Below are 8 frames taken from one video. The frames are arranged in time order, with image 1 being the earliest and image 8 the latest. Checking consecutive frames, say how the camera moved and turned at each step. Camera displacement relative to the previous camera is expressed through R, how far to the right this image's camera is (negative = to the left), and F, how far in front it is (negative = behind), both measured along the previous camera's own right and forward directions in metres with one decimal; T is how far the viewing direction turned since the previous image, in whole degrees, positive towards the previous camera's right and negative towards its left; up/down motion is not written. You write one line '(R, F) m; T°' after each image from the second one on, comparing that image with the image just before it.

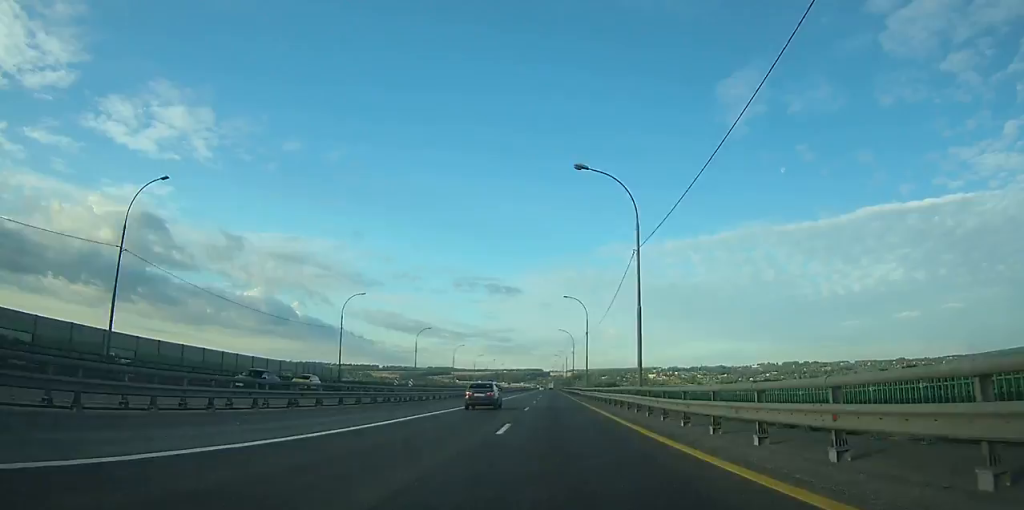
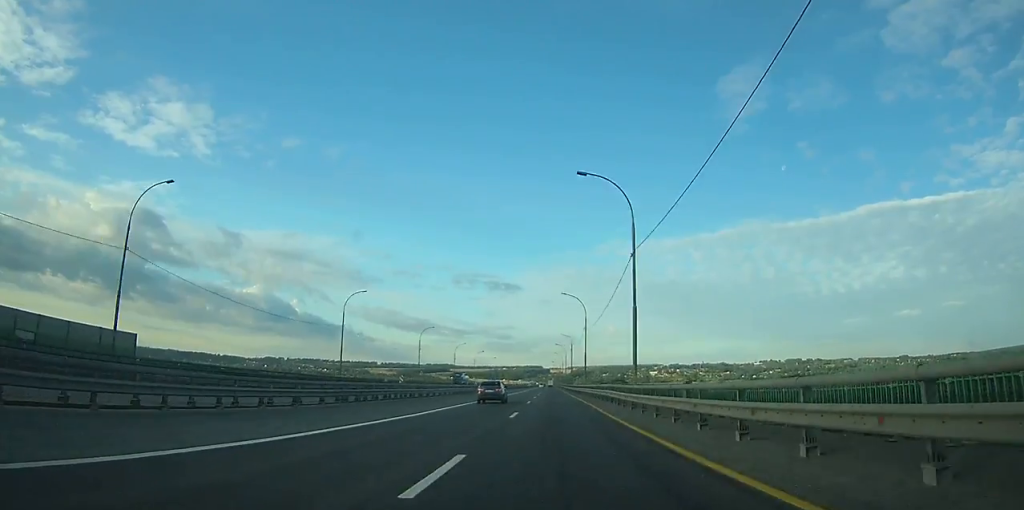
(0.0, +42.1) m; 0°
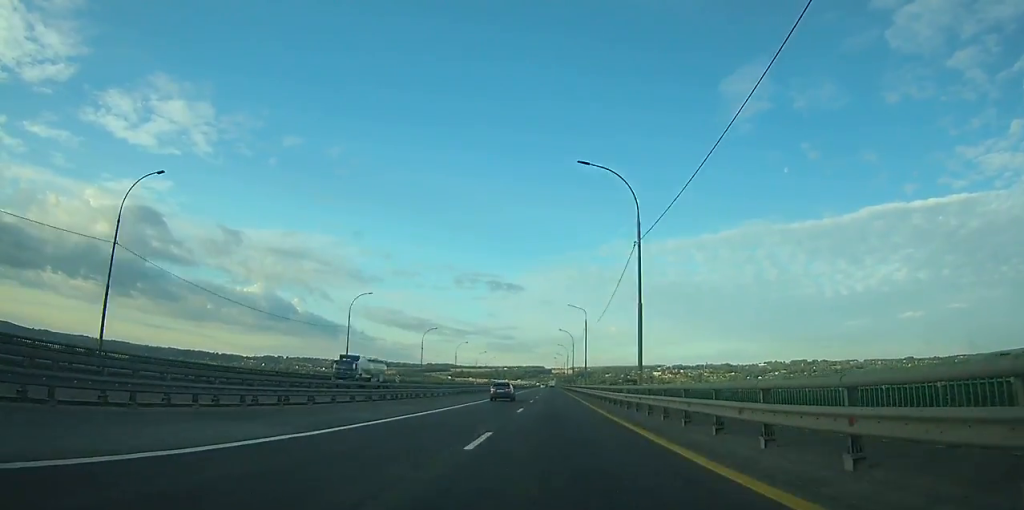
(-0.1, +44.5) m; 0°
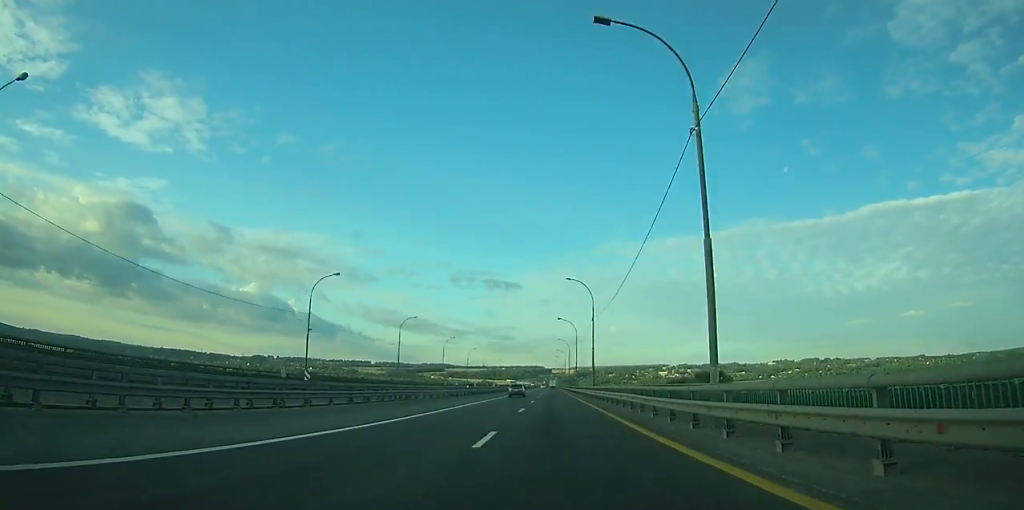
(-0.4, +141.3) m; 0°
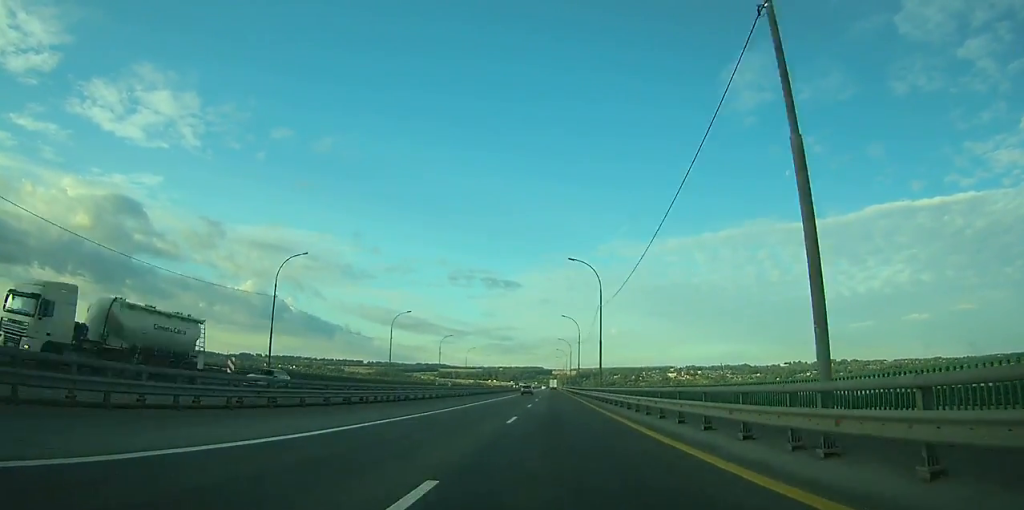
(-0.1, +163.6) m; 0°
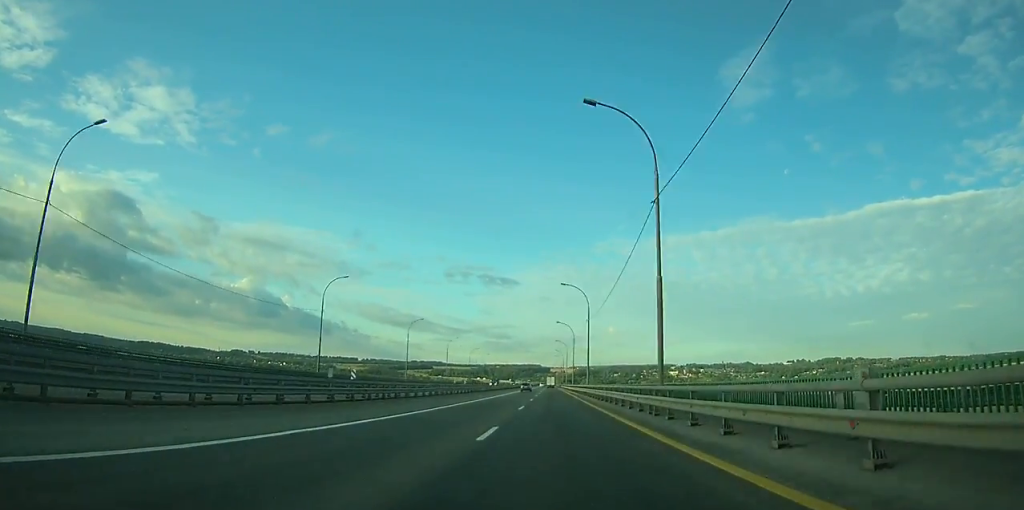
(0.0, +70.2) m; 0°
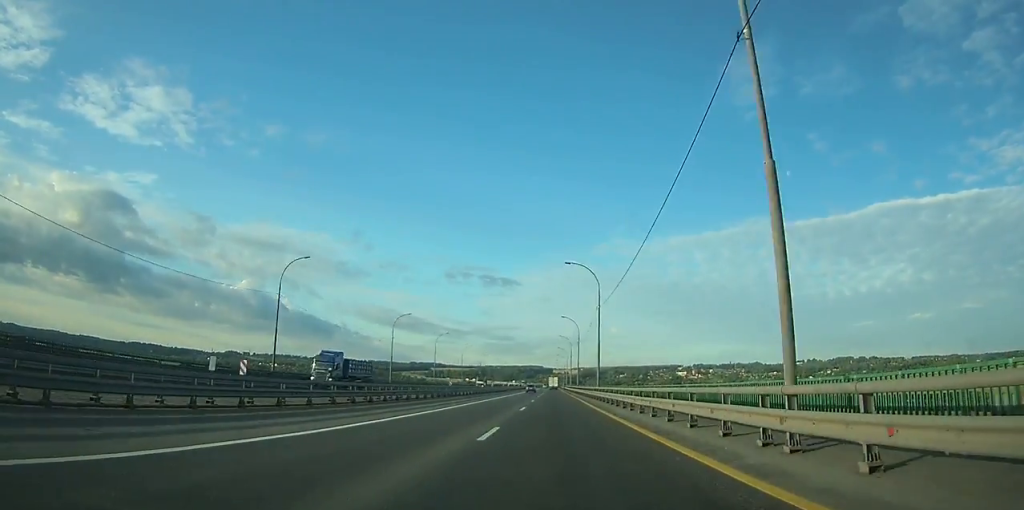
(-0.1, +98.2) m; 0°
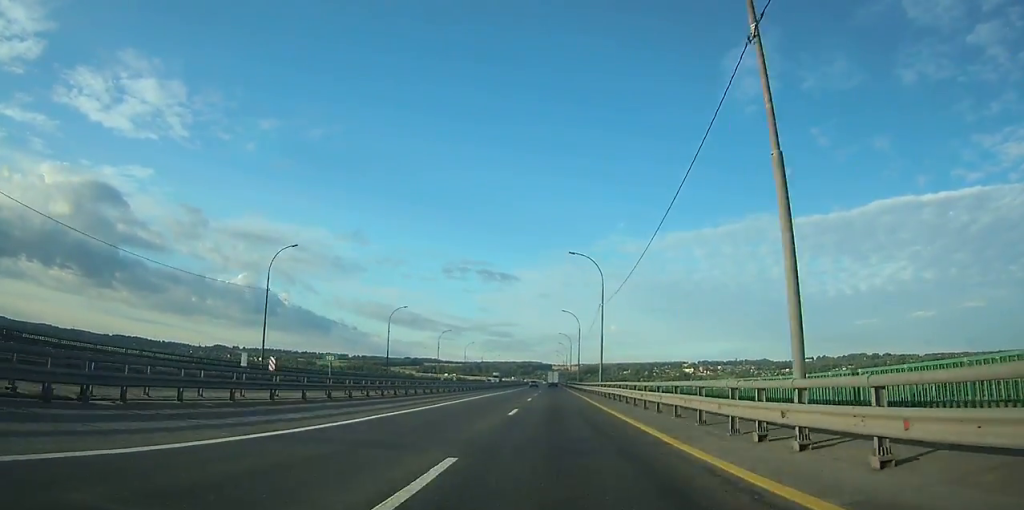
(-0.2, +126.0) m; 0°
